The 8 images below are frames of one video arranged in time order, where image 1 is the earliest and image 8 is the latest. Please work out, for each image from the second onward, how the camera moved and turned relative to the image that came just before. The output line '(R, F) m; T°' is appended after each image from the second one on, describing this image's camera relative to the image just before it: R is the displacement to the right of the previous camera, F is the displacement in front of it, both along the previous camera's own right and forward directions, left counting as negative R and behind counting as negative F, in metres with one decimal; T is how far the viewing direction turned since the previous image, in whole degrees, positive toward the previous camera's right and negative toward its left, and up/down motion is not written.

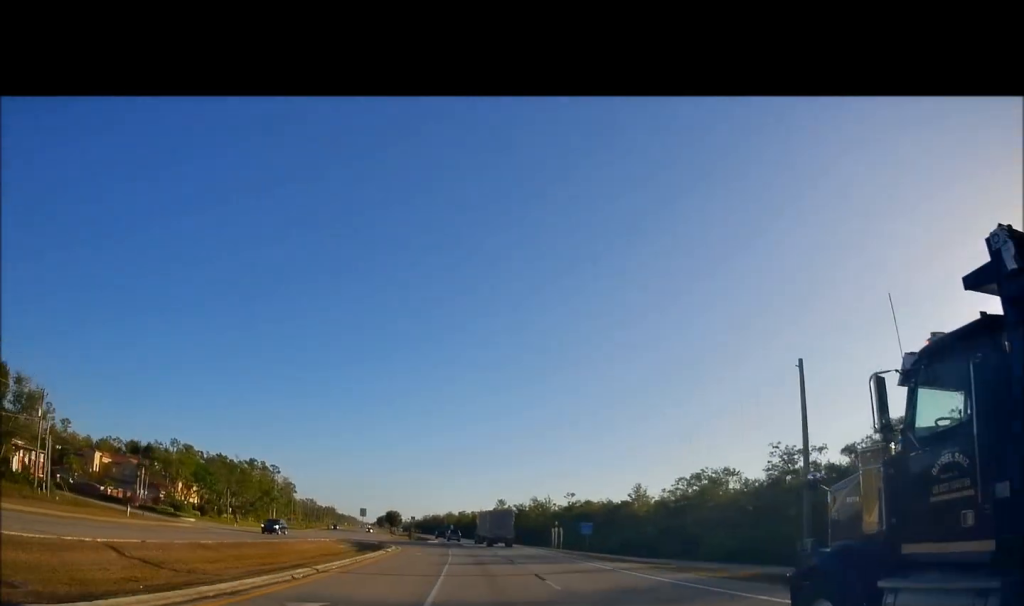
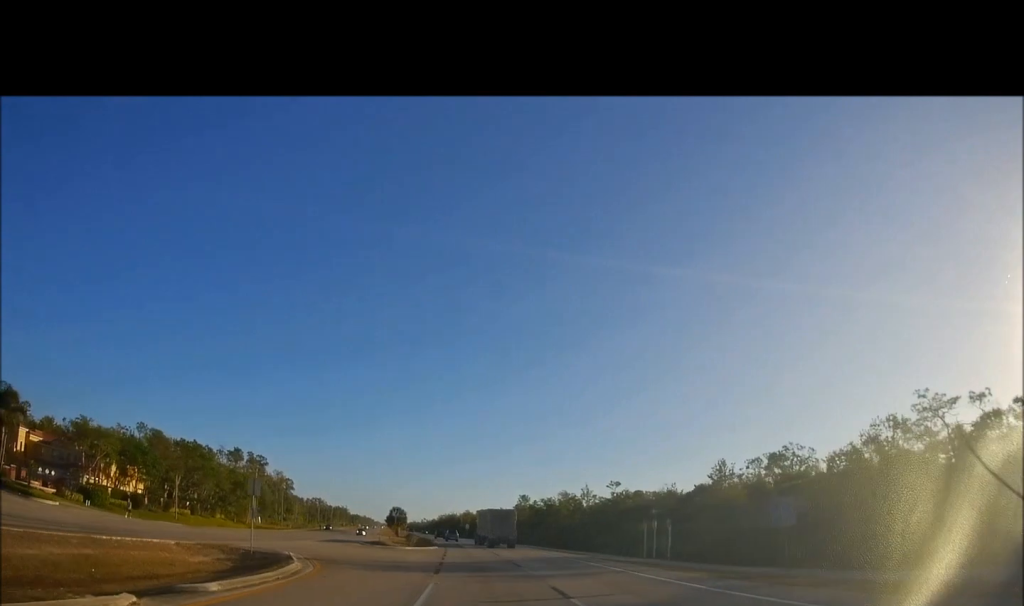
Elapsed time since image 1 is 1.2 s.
(-0.3, +30.0) m; 0°
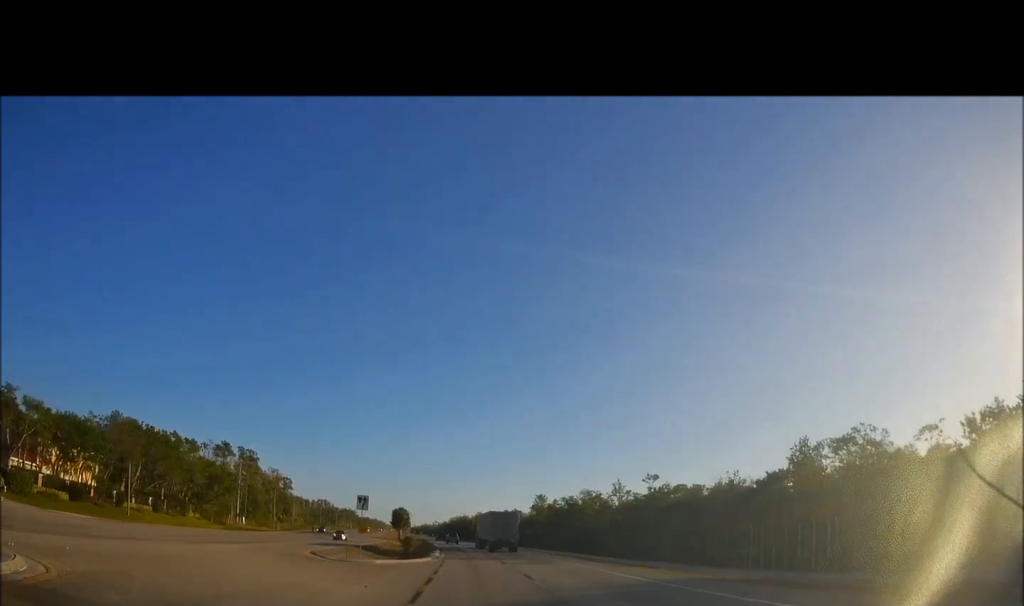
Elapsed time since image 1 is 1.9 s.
(+0.1, +18.1) m; 0°
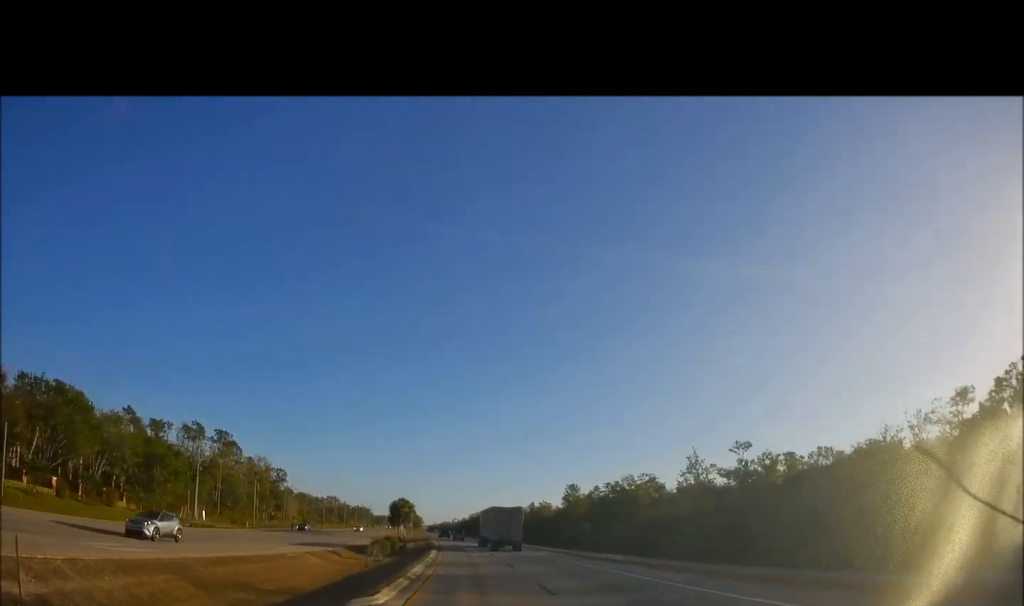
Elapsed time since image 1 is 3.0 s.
(-0.3, +29.3) m; -2°
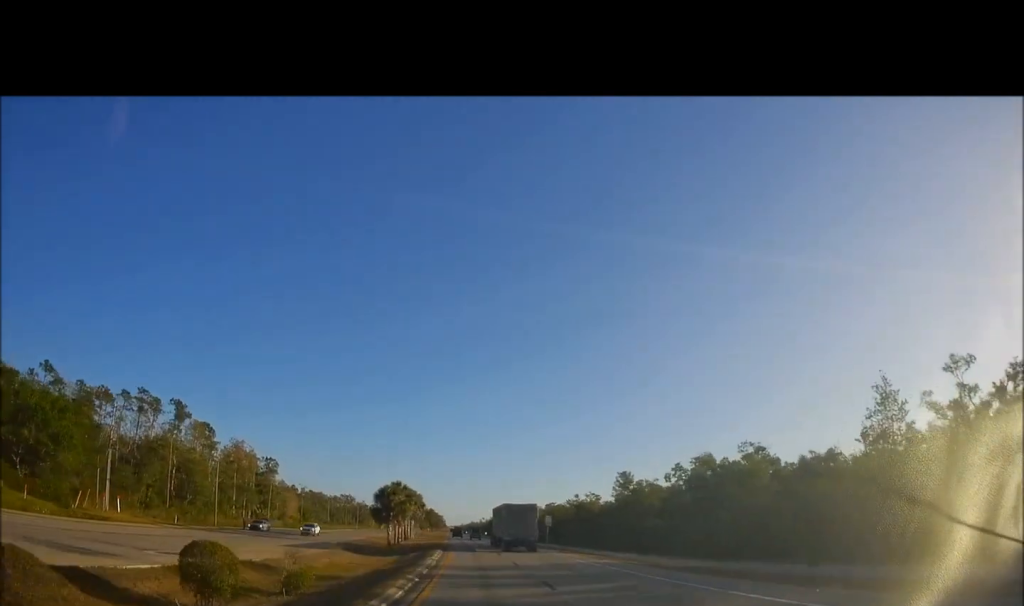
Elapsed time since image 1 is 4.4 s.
(-1.3, +35.5) m; -5°
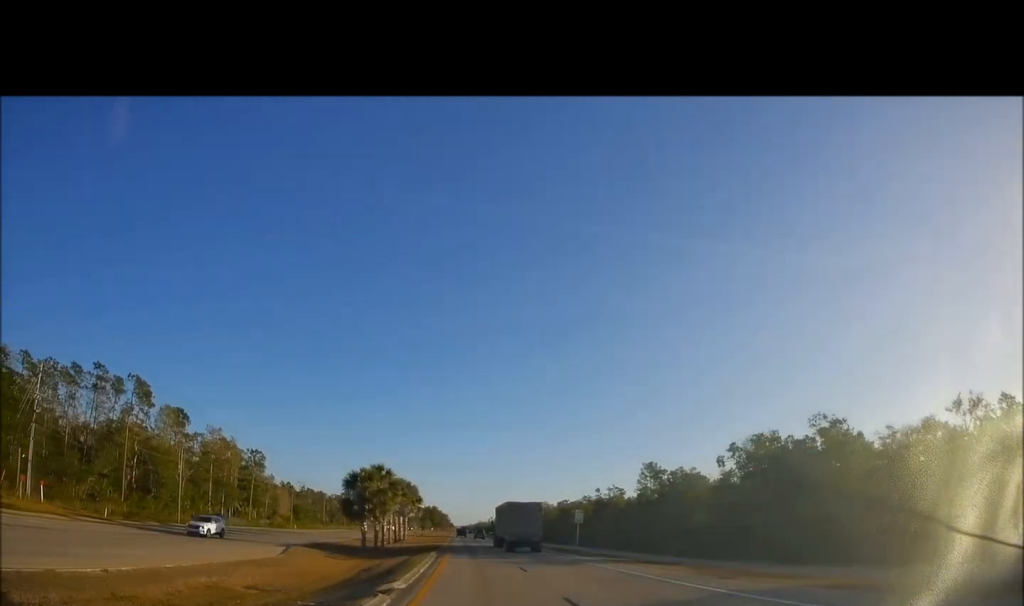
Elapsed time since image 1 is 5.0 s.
(-0.7, +17.4) m; -1°
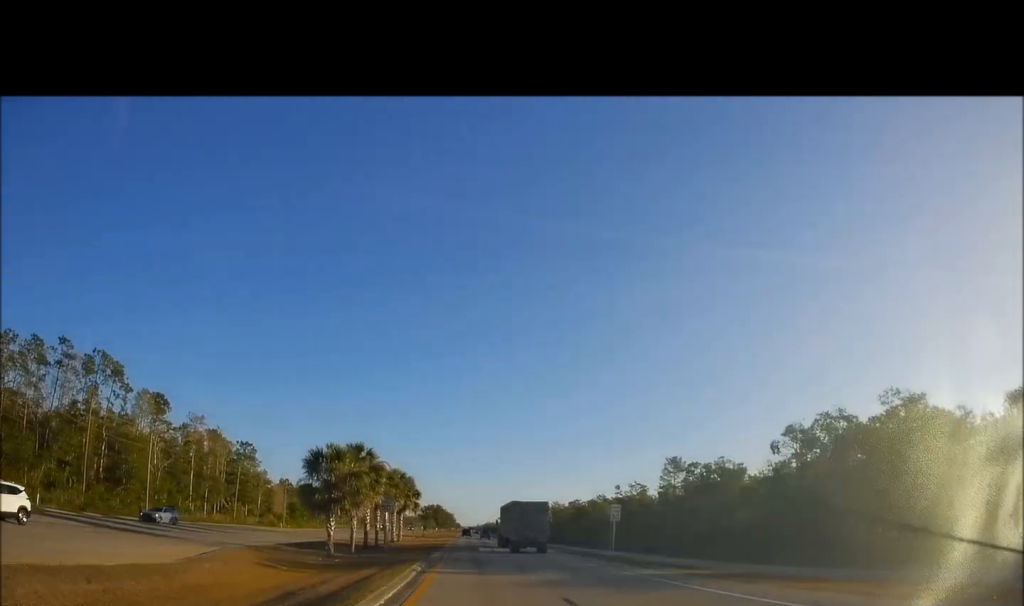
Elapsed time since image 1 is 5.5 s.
(-0.1, +12.2) m; 0°
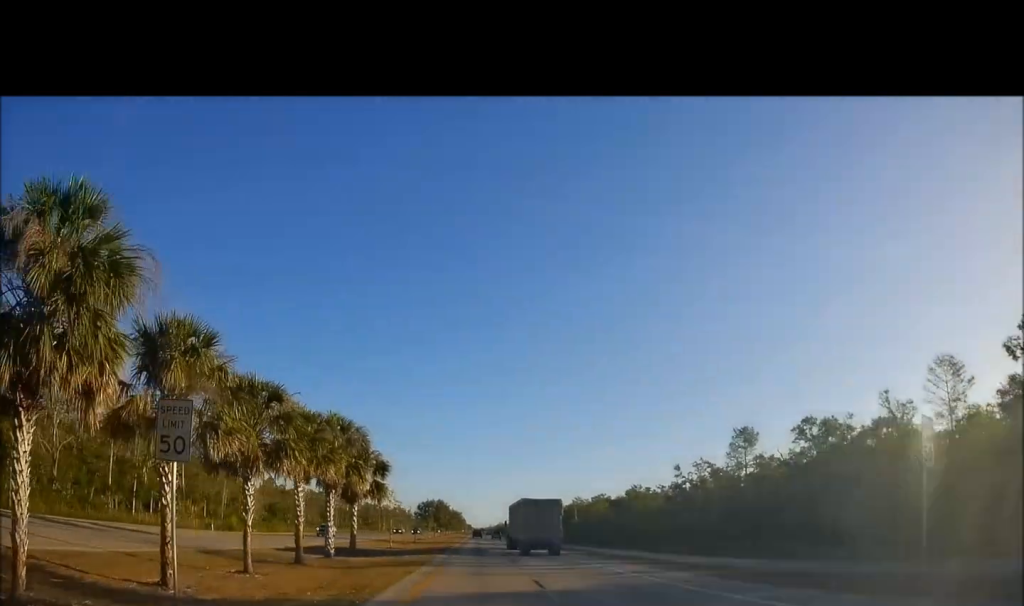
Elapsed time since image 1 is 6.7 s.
(0.0, +31.5) m; -1°
